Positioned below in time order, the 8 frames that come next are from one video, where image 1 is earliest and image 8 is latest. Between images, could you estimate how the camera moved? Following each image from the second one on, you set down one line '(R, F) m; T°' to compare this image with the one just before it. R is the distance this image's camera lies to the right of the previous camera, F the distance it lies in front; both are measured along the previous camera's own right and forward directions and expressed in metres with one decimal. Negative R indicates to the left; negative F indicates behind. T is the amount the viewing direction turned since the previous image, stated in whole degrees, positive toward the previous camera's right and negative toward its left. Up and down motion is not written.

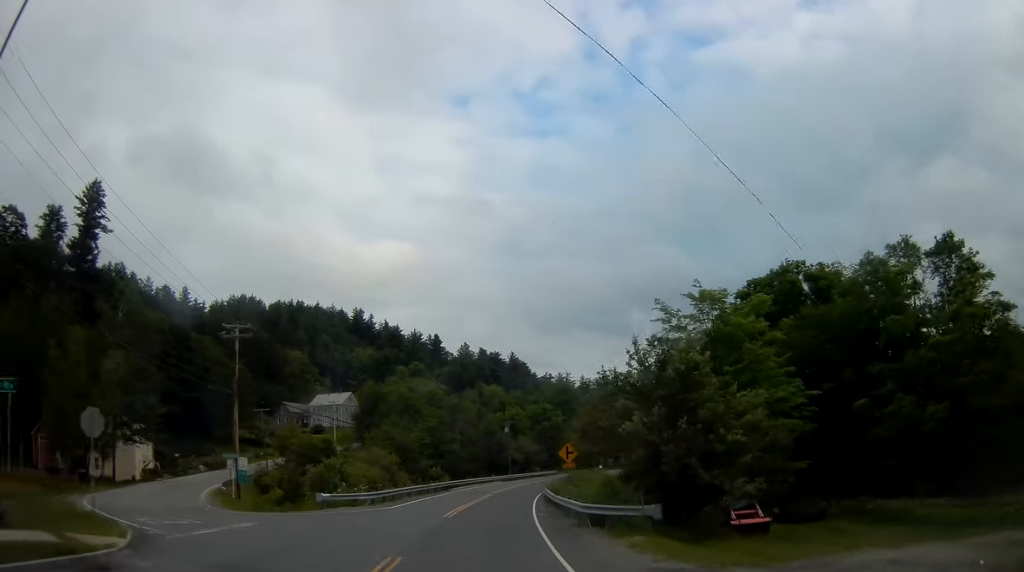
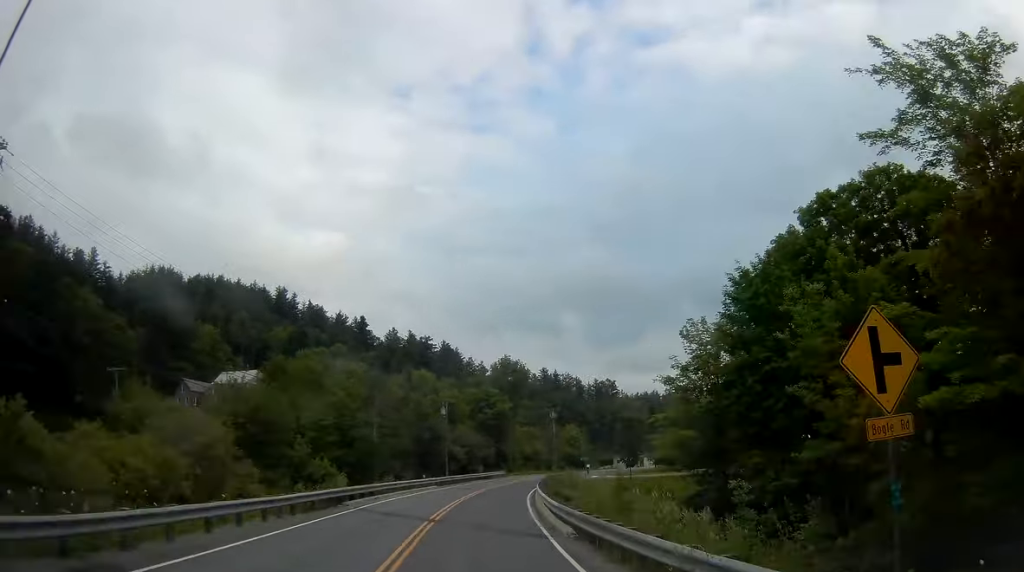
(+1.3, +25.9) m; +6°
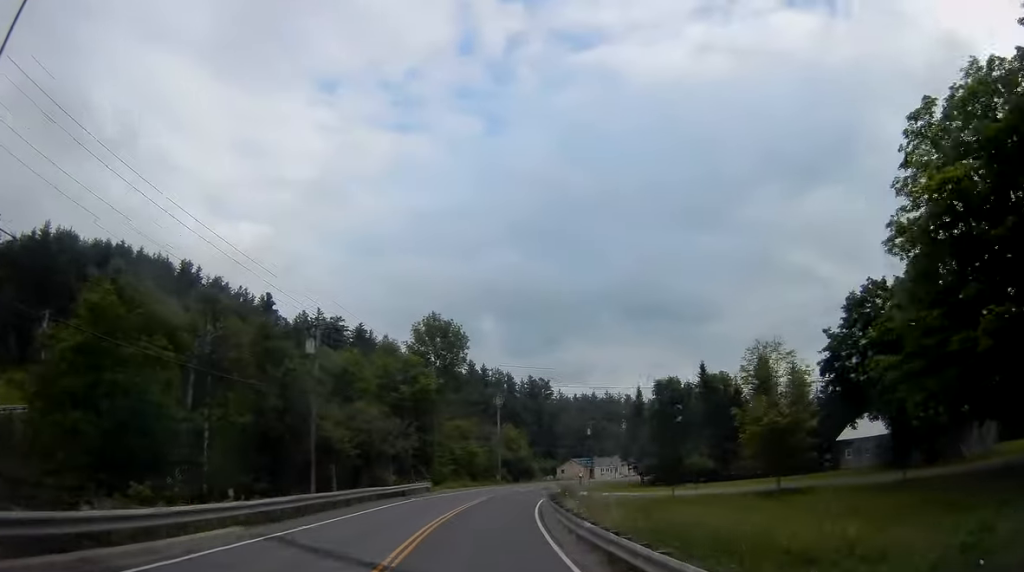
(+2.1, +33.1) m; +8°
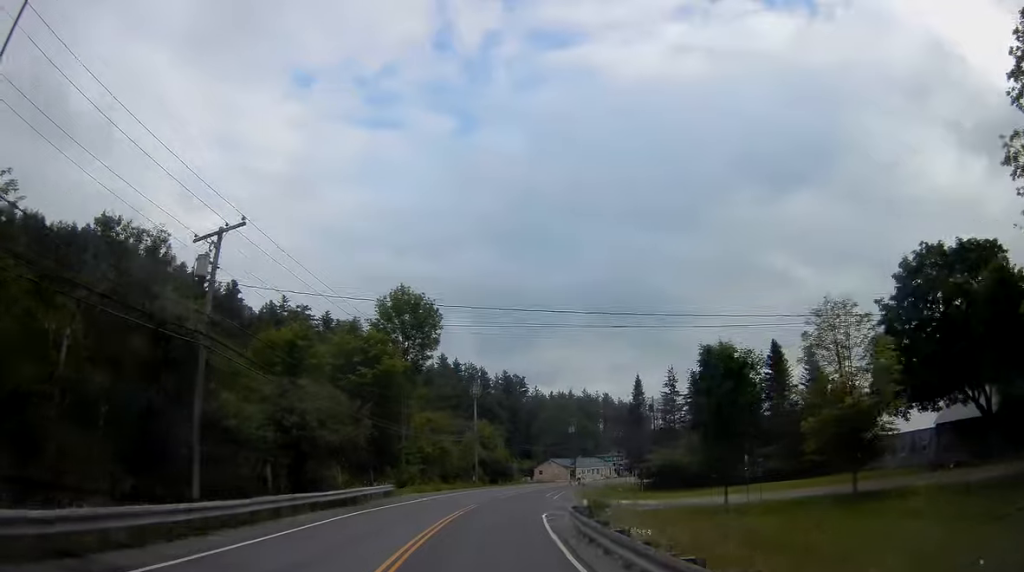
(+0.3, +10.7) m; +3°
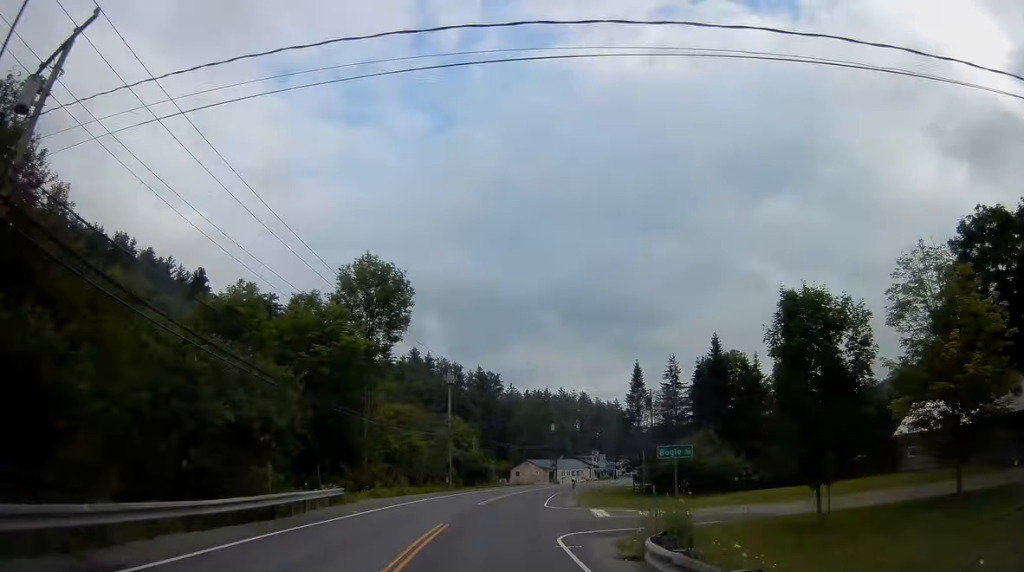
(+0.2, +9.0) m; +3°
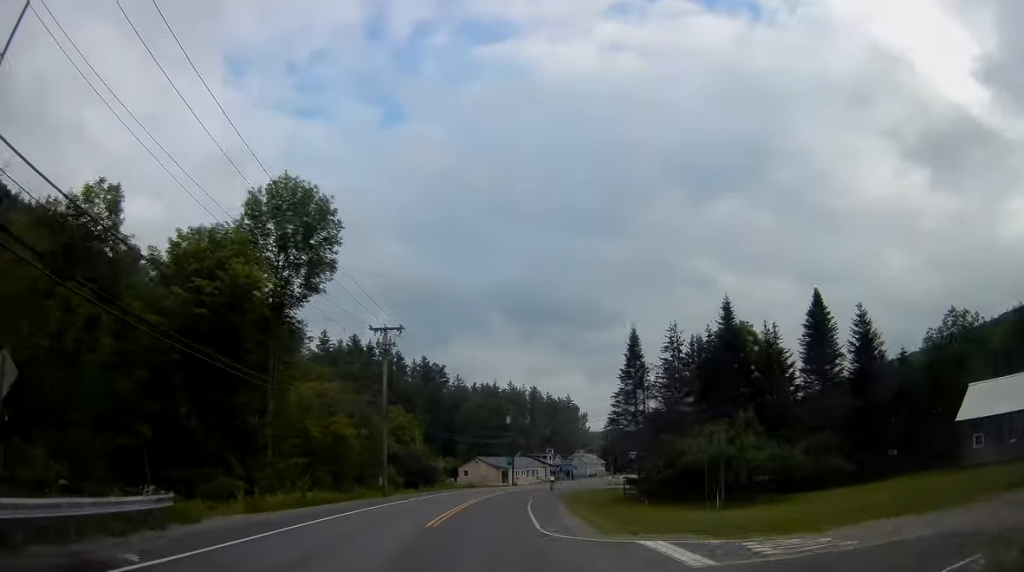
(+0.5, +14.6) m; +4°
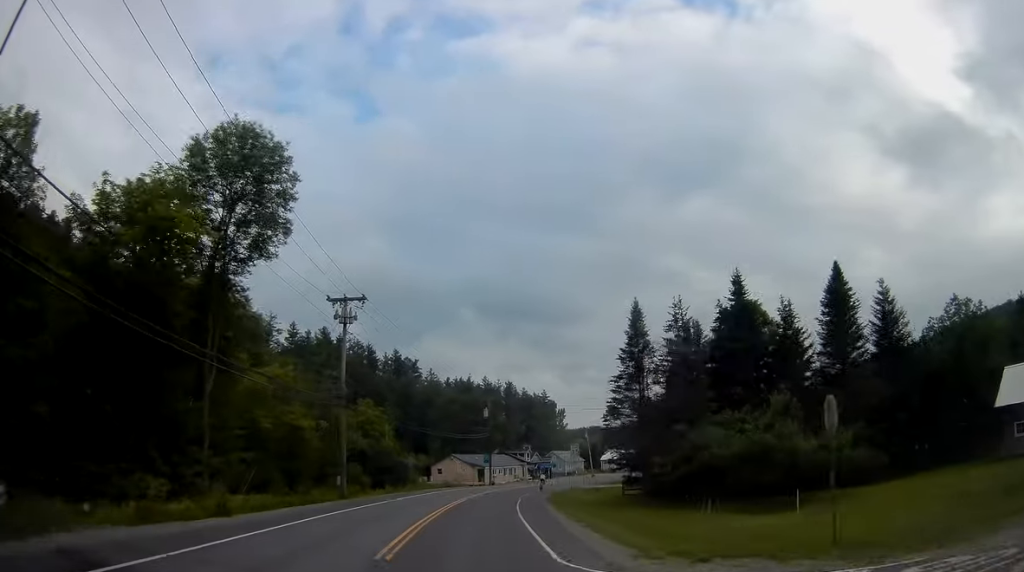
(+0.2, +6.7) m; +2°
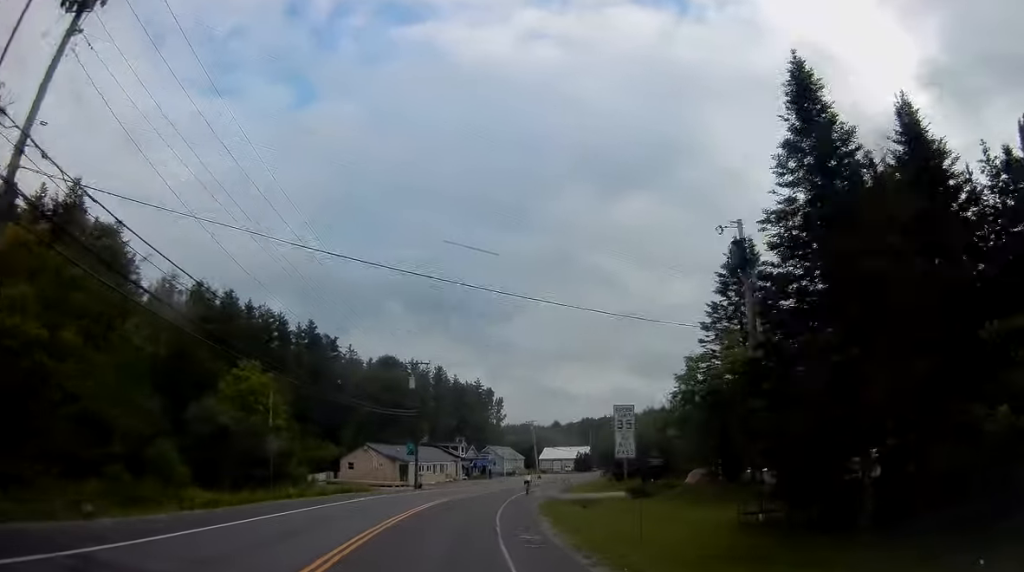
(+1.7, +25.5) m; +7°
